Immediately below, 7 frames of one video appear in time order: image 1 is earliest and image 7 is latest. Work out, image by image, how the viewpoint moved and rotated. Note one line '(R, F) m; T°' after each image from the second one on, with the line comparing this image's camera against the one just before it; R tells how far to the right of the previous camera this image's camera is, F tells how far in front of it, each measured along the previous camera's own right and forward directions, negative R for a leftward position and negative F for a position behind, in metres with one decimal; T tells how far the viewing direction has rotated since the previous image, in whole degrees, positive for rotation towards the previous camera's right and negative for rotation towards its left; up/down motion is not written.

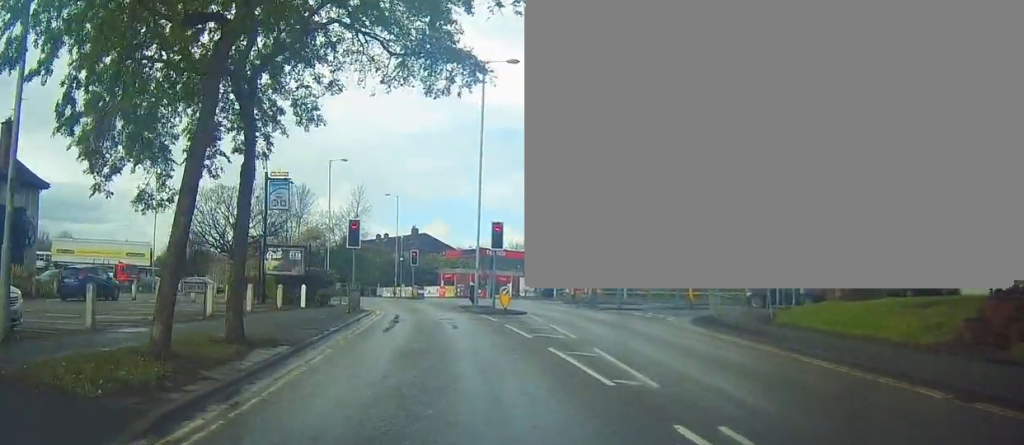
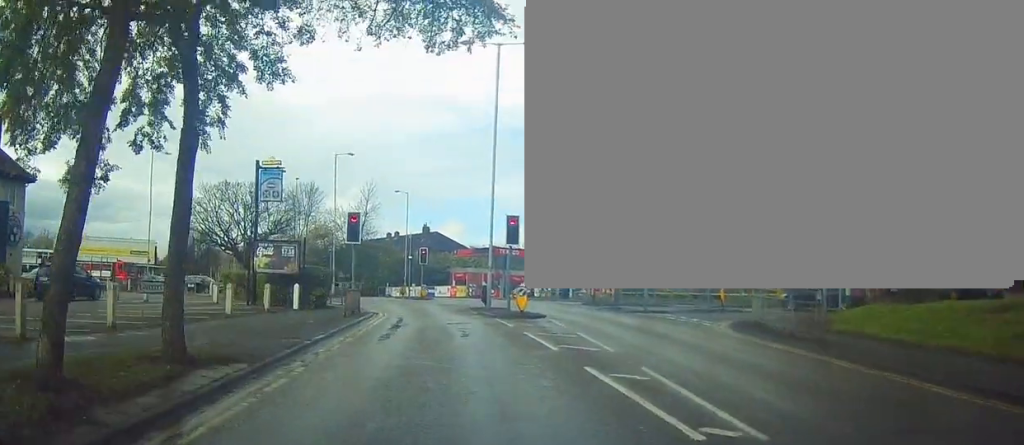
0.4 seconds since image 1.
(0.0, +2.9) m; 0°
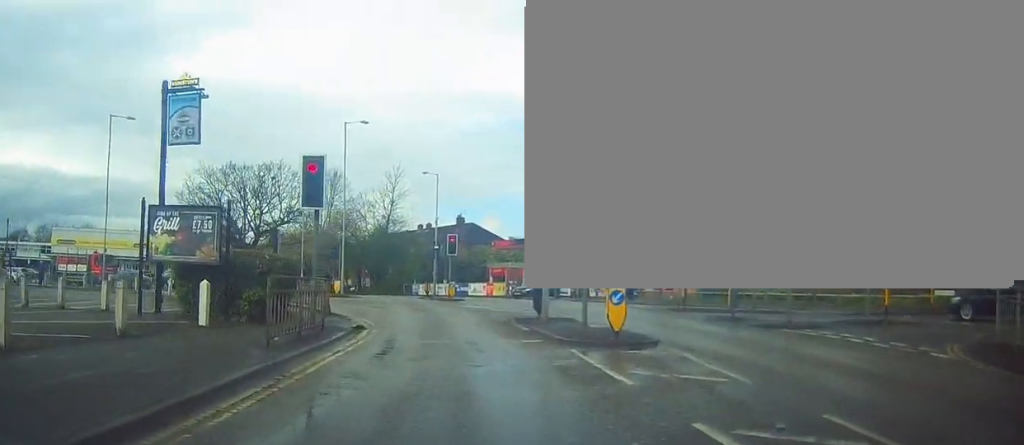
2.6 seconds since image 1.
(-0.1, +11.7) m; -2°
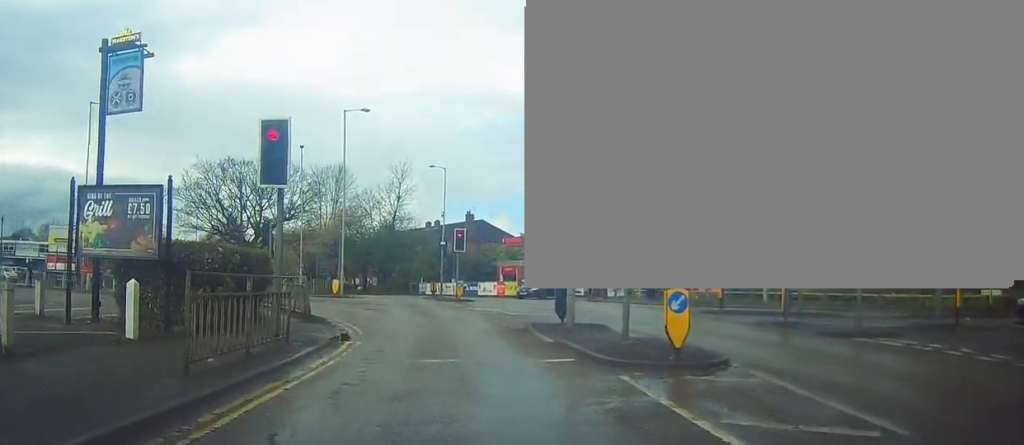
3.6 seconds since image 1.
(-0.1, +3.7) m; -3°
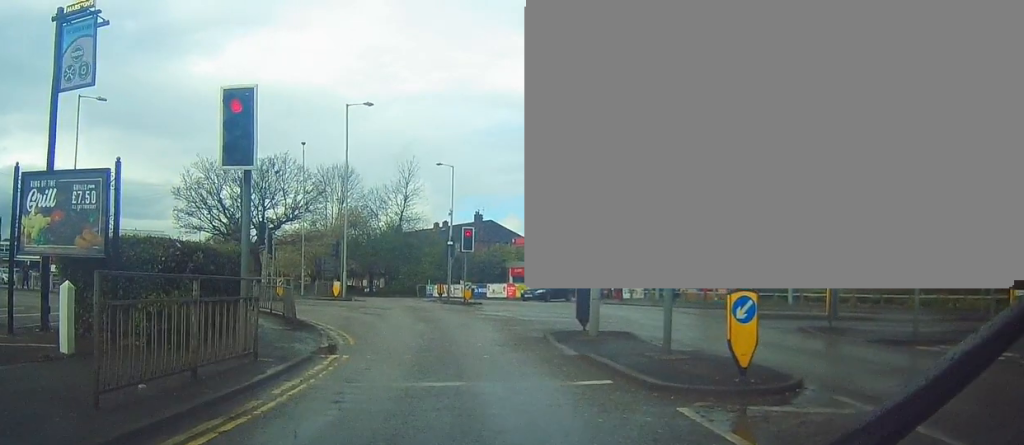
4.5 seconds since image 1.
(-0.1, +2.3) m; 0°
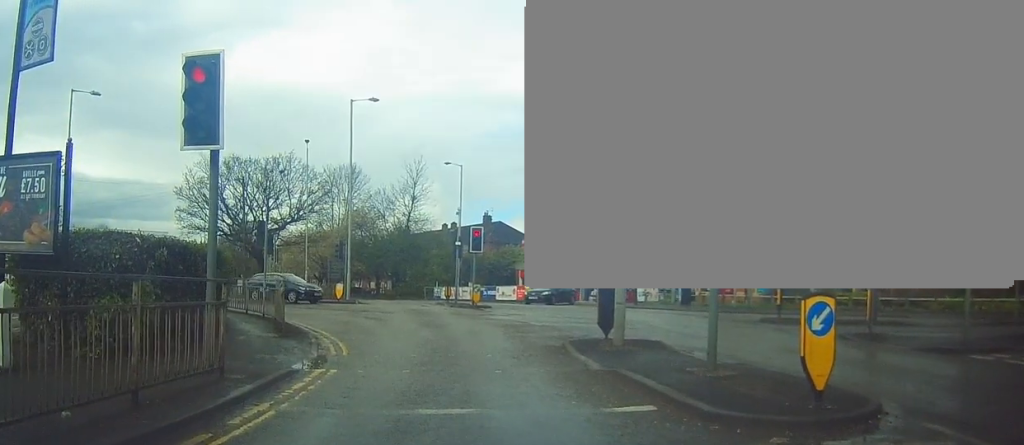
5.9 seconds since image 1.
(+0.1, +1.4) m; 0°
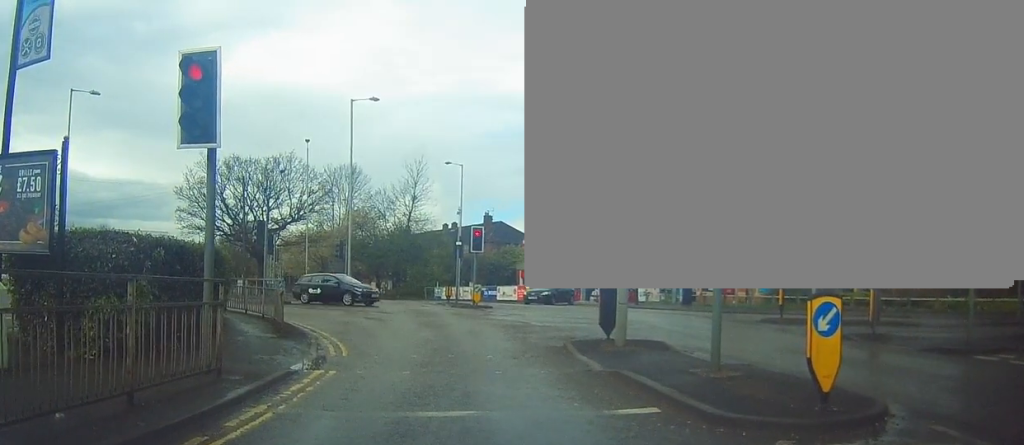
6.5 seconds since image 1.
(0.0, +0.1) m; 0°
